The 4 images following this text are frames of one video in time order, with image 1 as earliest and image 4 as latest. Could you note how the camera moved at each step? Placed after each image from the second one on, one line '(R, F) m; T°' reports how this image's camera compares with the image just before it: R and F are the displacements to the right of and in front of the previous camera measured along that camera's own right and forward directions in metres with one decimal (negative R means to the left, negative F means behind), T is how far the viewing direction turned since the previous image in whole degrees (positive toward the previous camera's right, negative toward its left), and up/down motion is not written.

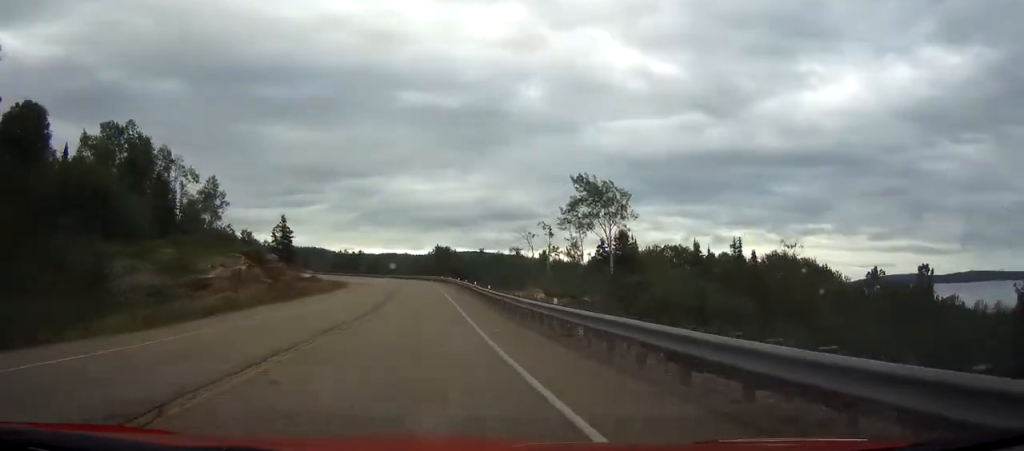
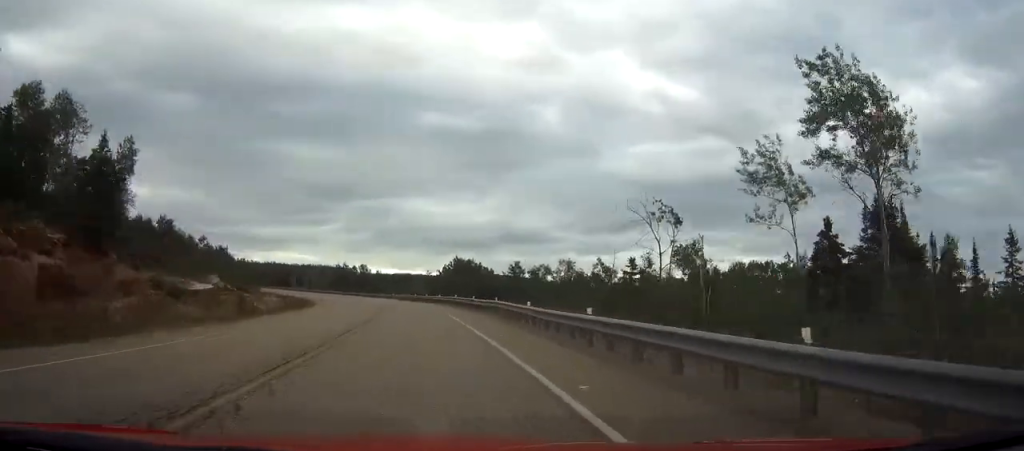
(-0.8, +40.9) m; -2°
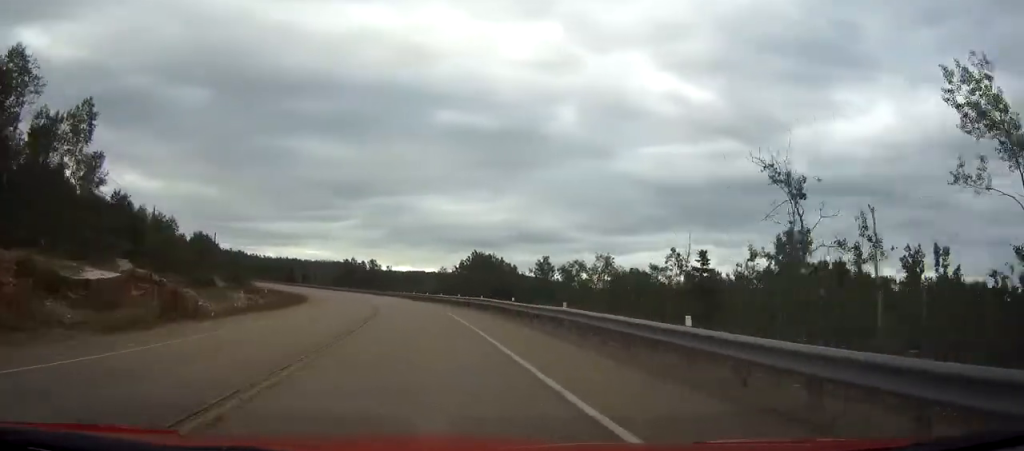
(0.0, +14.8) m; -1°
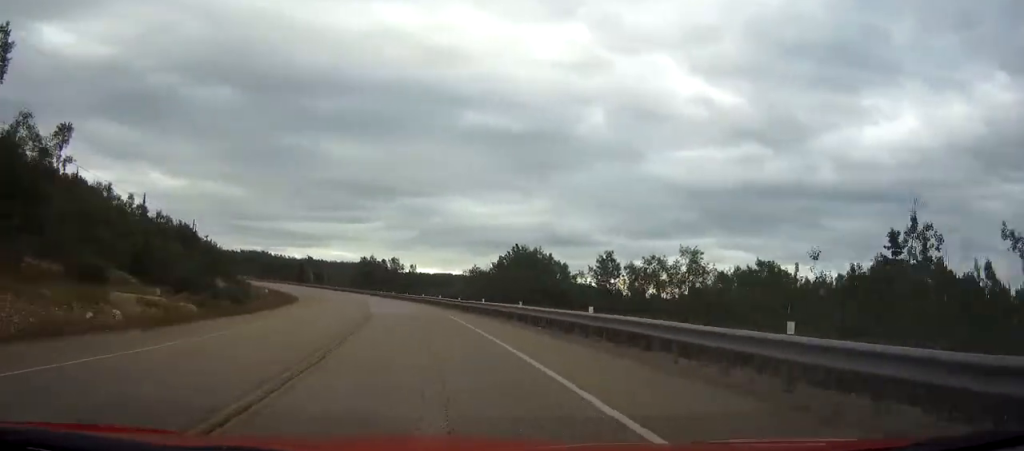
(-0.1, +21.6) m; -2°
